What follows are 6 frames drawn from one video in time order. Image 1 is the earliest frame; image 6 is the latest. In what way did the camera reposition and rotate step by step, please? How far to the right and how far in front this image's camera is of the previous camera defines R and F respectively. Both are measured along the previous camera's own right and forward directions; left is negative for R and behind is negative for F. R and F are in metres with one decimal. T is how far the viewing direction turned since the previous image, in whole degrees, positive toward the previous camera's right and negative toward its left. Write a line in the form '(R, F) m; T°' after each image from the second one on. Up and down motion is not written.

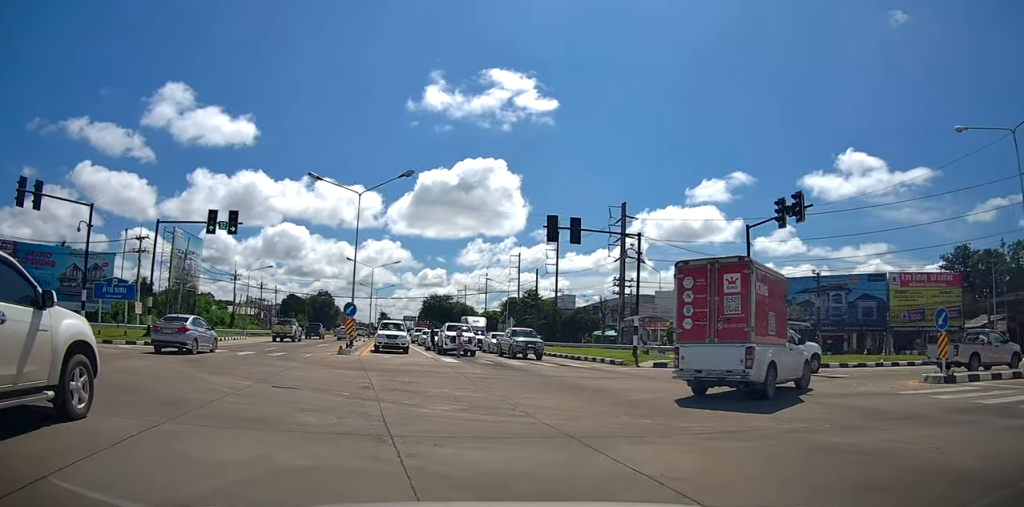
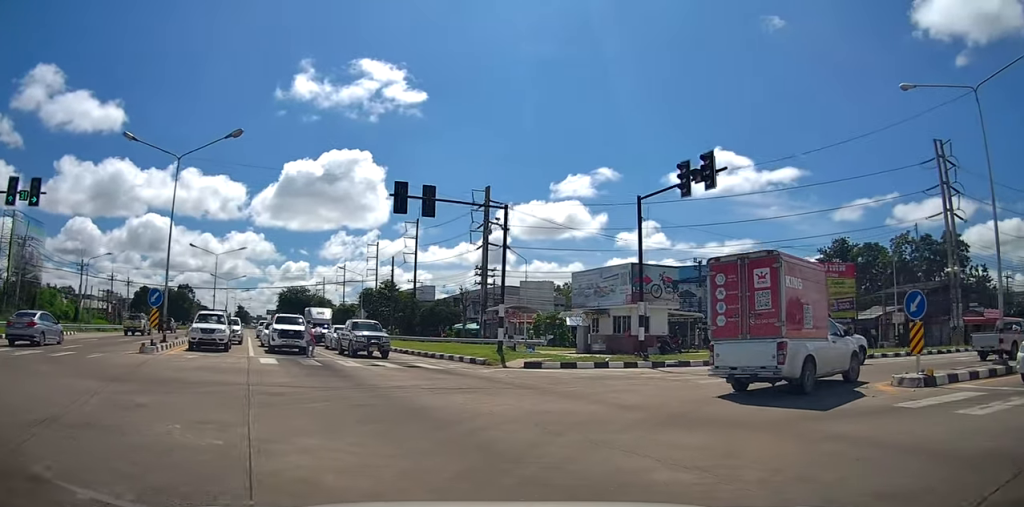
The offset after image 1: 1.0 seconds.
(+1.0, +5.2) m; +26°
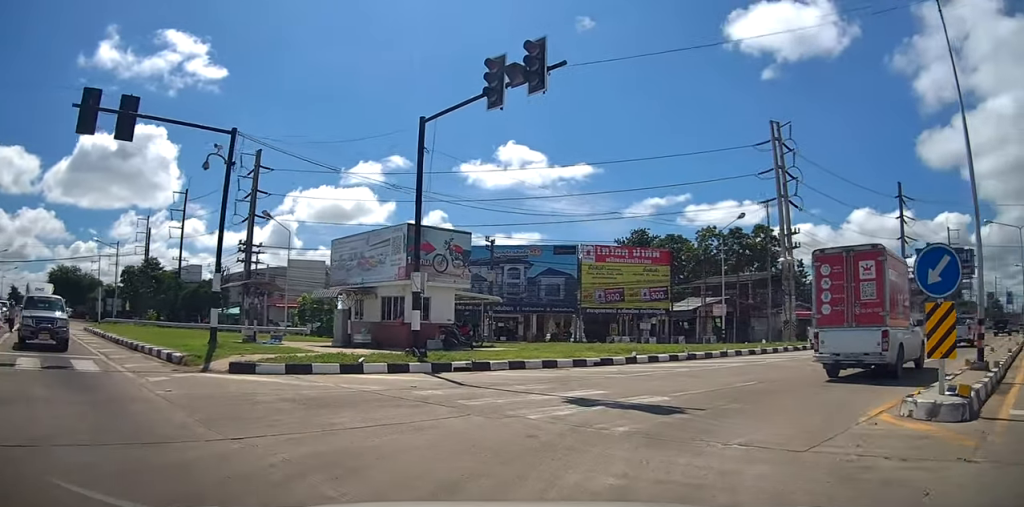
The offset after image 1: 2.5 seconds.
(+2.2, +7.2) m; +19°
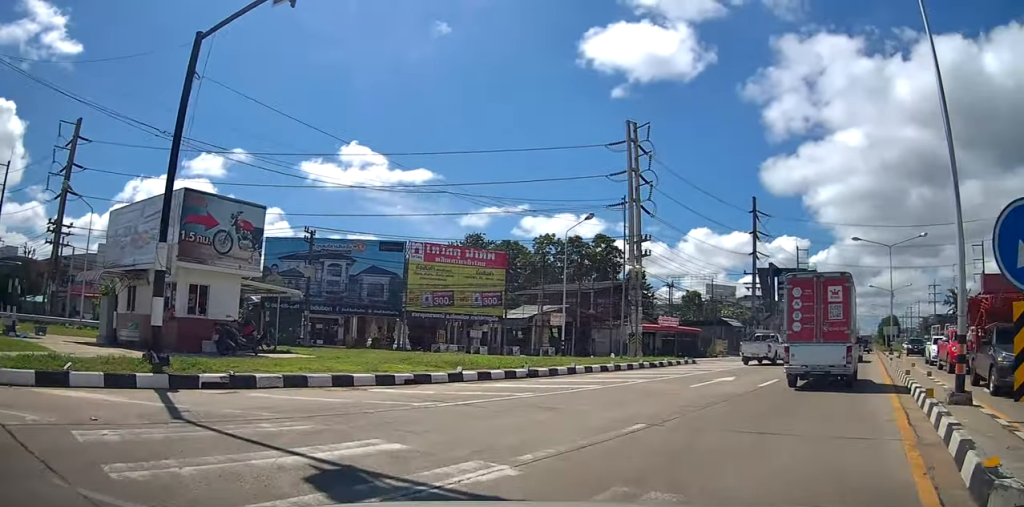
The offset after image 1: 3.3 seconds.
(+0.1, +4.7) m; +6°
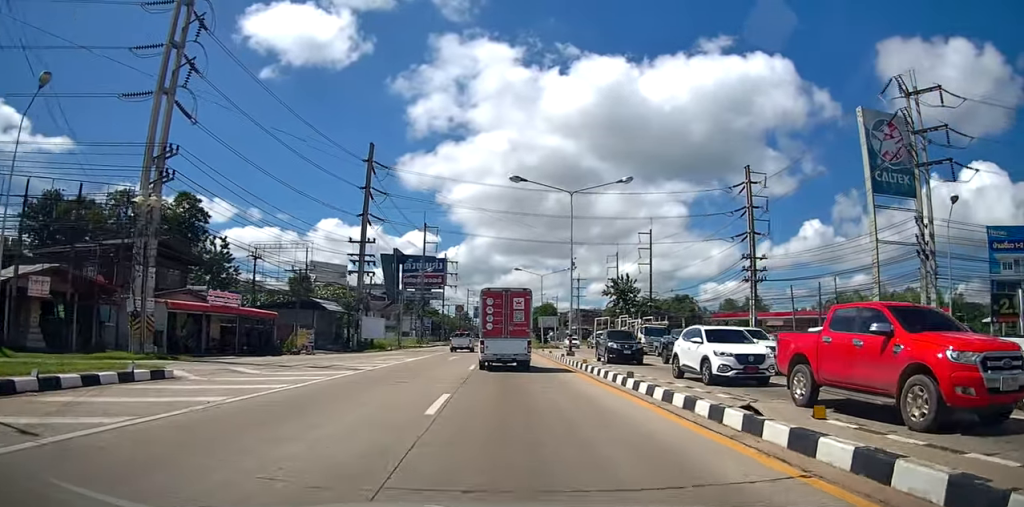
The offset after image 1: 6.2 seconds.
(+5.8, +16.6) m; +30°
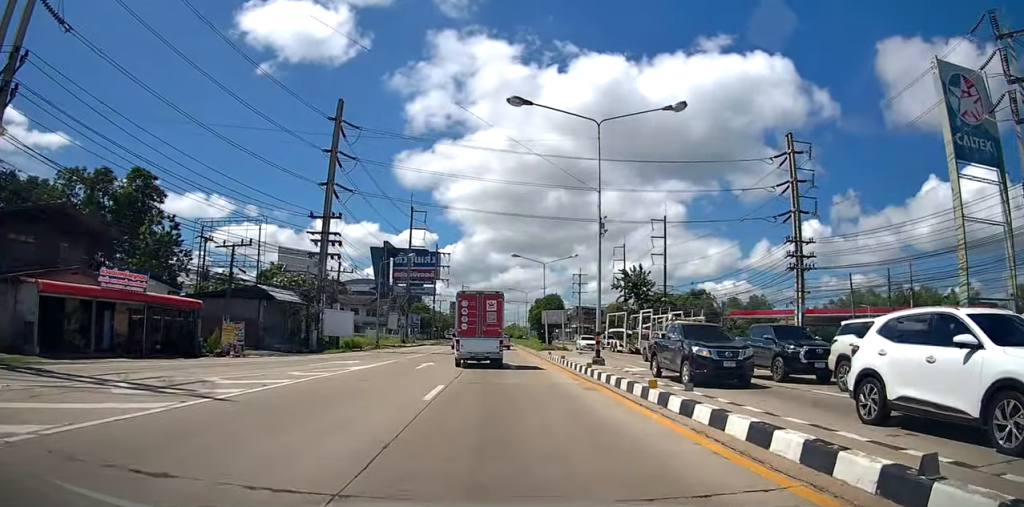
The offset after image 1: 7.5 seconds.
(+0.4, +8.3) m; +4°
